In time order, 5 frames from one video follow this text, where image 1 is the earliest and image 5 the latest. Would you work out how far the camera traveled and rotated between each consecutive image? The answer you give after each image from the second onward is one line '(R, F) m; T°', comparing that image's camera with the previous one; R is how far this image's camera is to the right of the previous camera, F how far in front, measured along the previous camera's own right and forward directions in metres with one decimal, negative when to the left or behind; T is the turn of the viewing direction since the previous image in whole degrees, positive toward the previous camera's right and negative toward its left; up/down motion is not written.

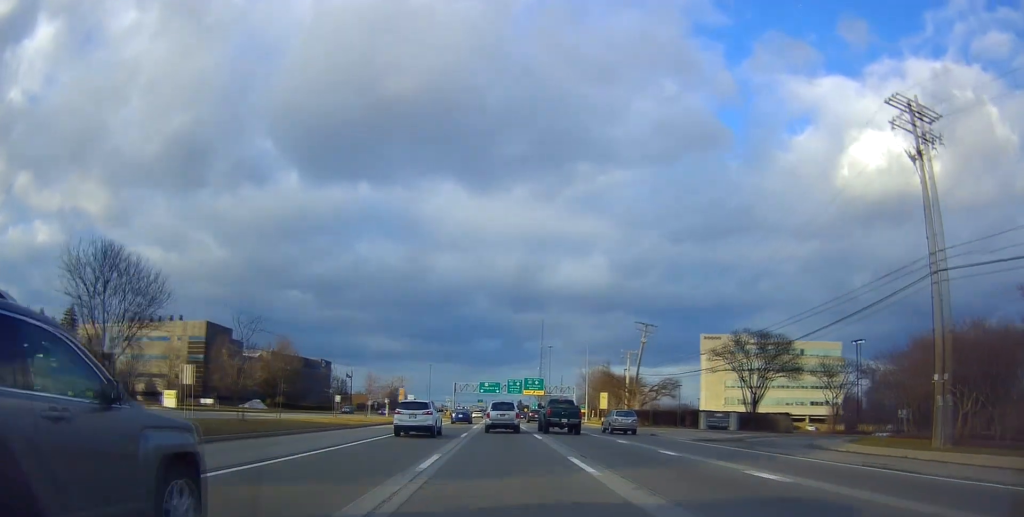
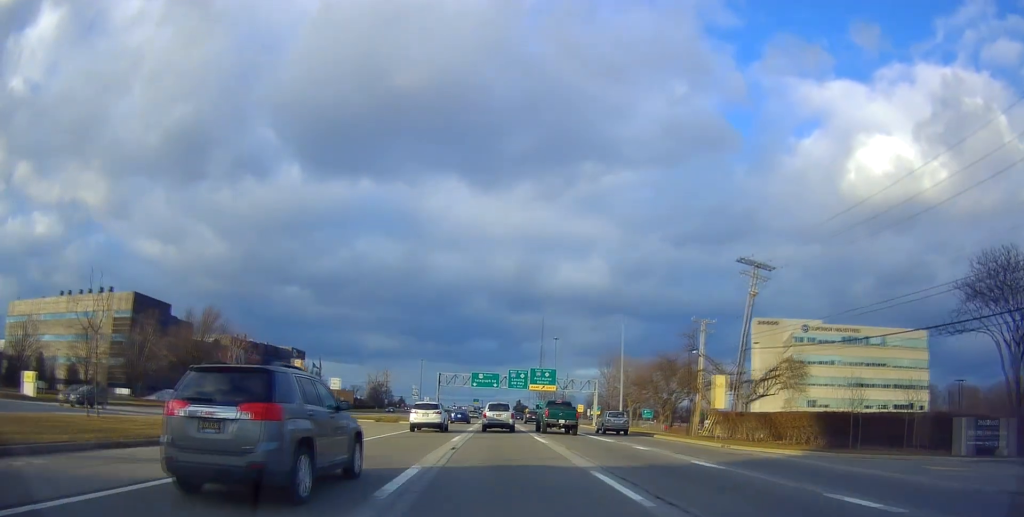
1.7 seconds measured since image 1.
(+0.4, +34.3) m; +1°
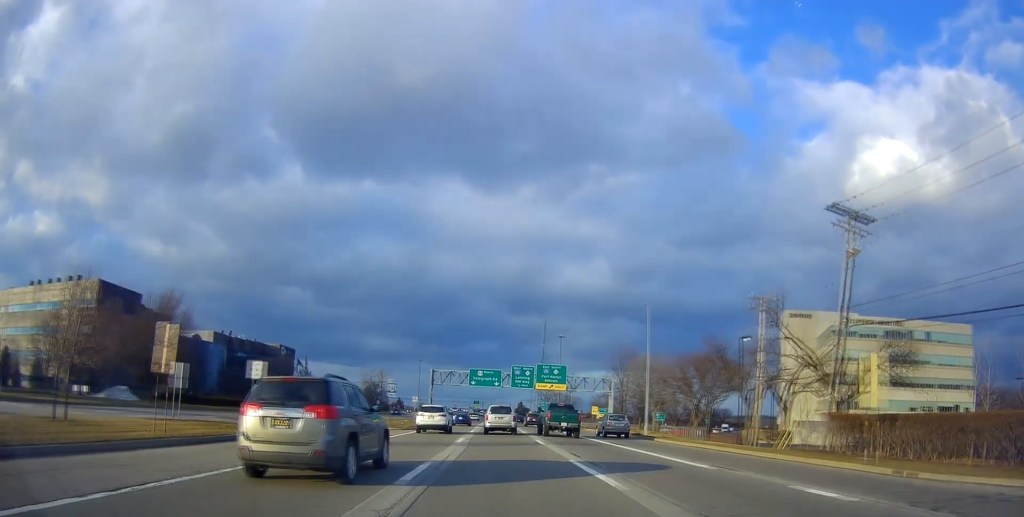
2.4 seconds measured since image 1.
(0.0, +13.5) m; +1°
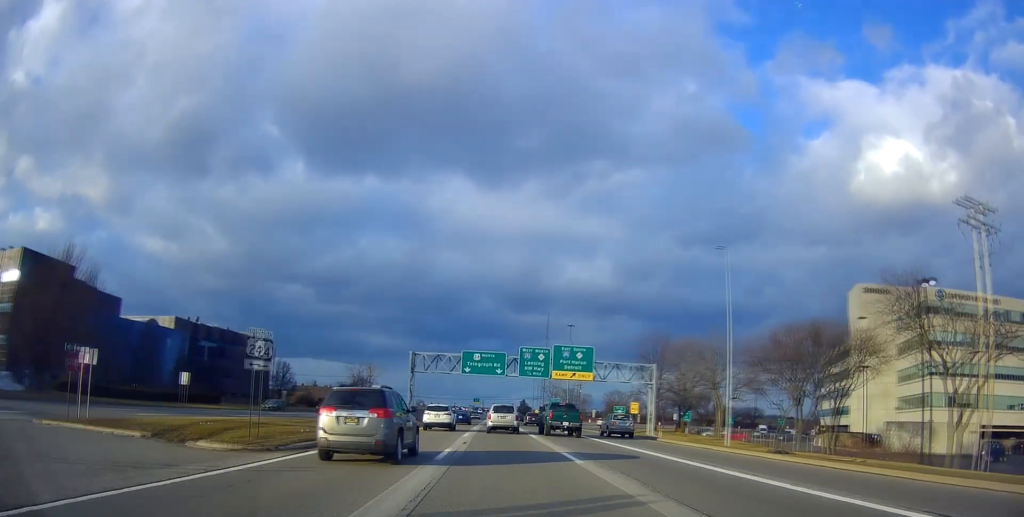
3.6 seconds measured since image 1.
(+0.2, +24.5) m; -1°
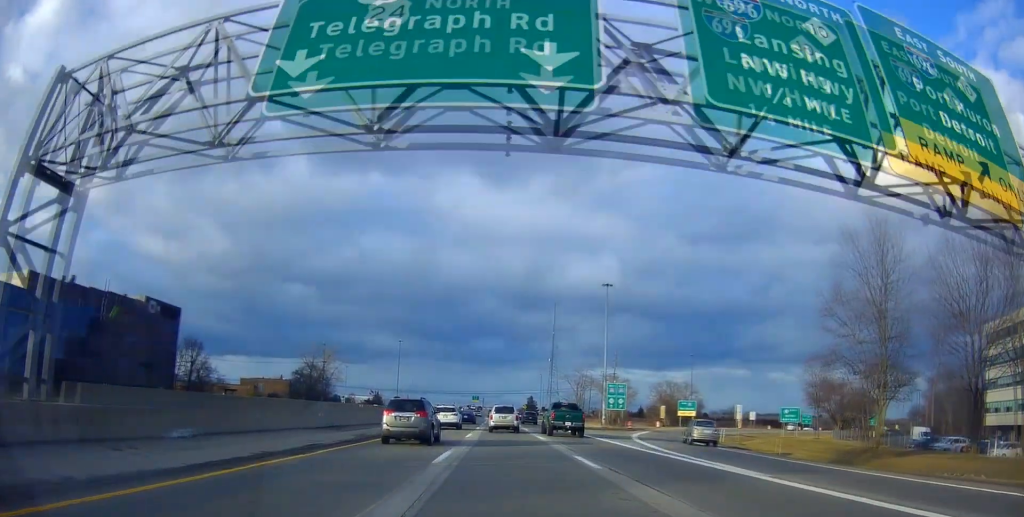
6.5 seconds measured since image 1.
(-0.3, +62.0) m; 0°
